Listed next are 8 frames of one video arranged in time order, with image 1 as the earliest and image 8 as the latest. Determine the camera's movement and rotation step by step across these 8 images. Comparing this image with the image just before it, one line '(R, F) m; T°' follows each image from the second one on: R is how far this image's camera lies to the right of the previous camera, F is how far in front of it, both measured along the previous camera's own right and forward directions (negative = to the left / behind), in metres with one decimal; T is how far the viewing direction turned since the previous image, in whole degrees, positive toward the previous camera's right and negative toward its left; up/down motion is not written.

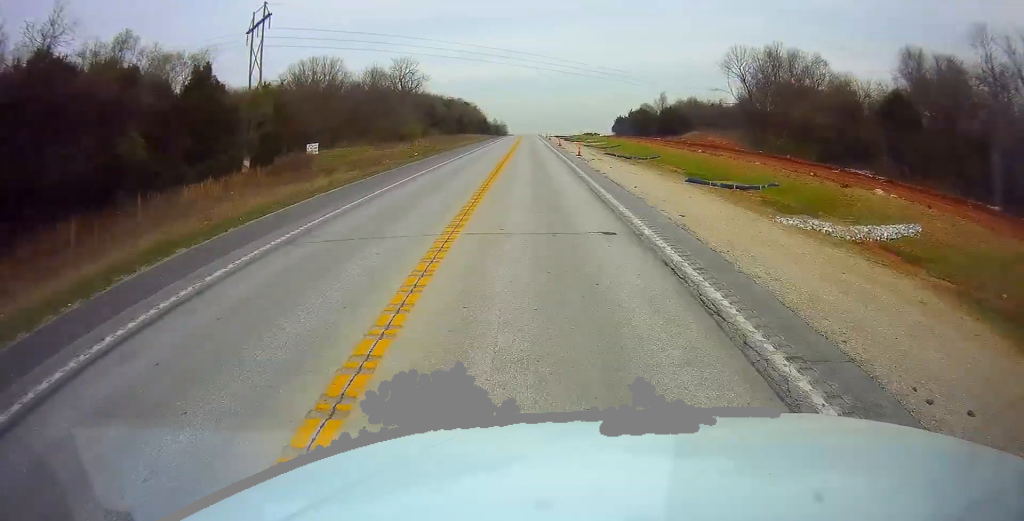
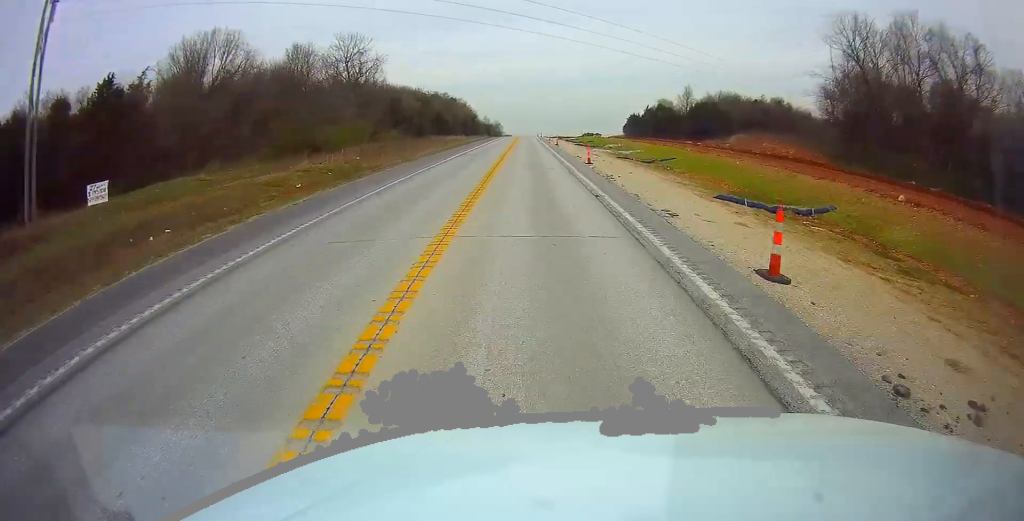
(+0.1, +31.1) m; 0°
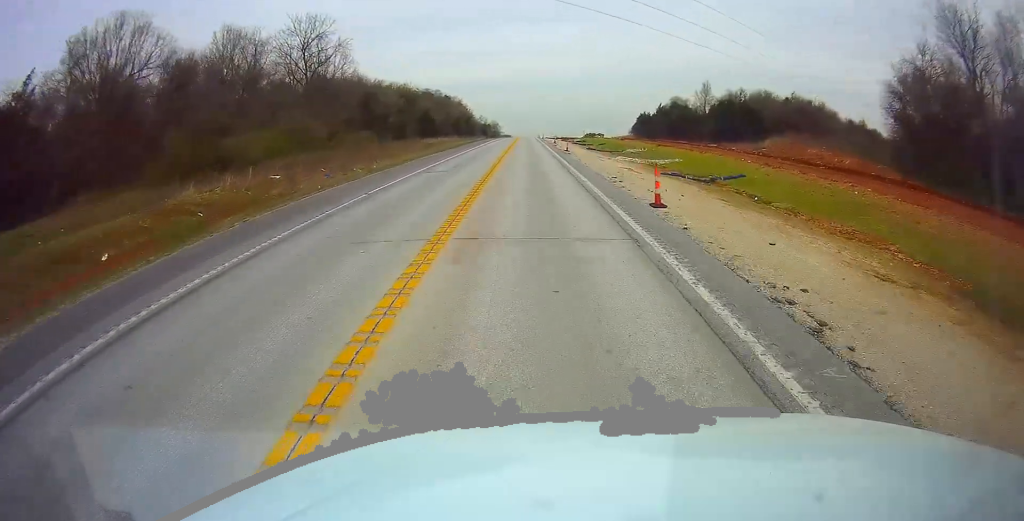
(-0.1, +15.3) m; 0°
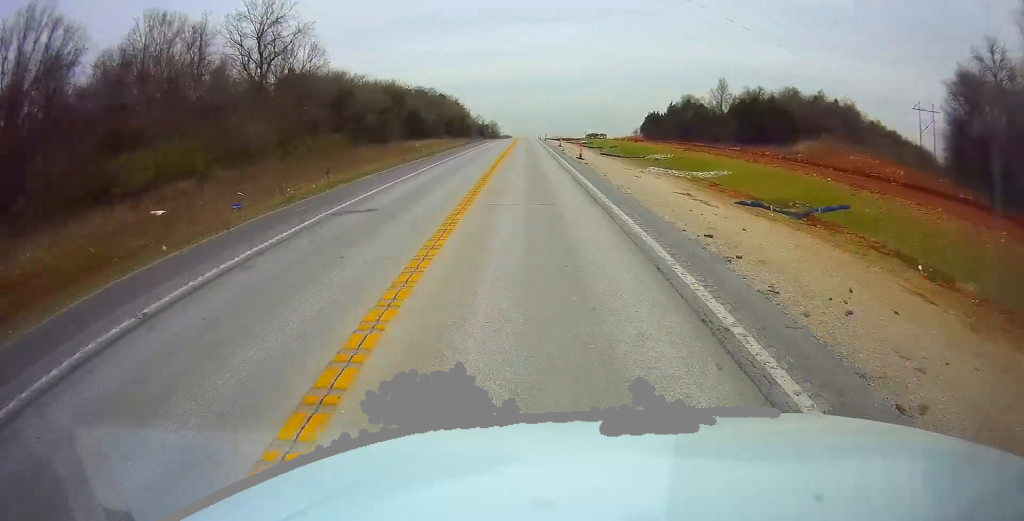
(0.0, +11.2) m; 0°
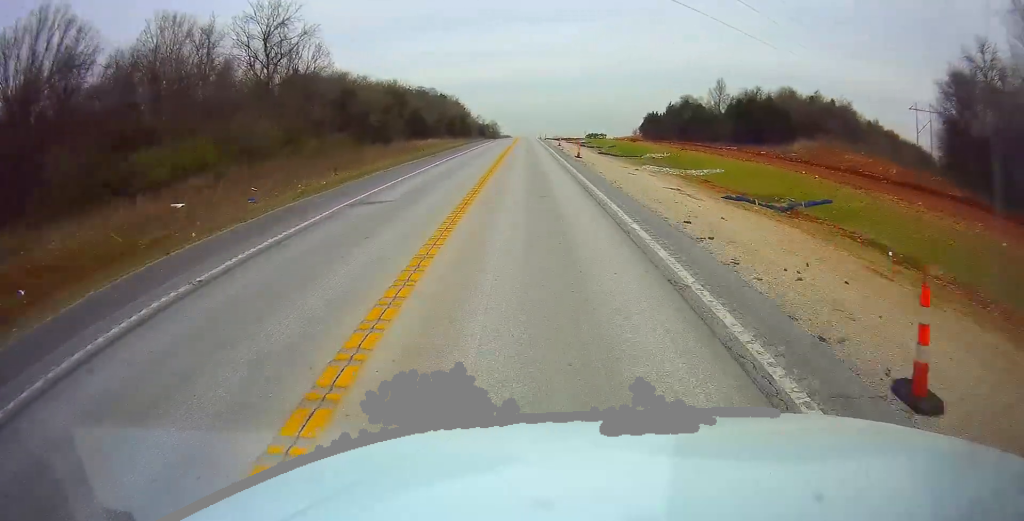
(0.0, +21.3) m; +1°
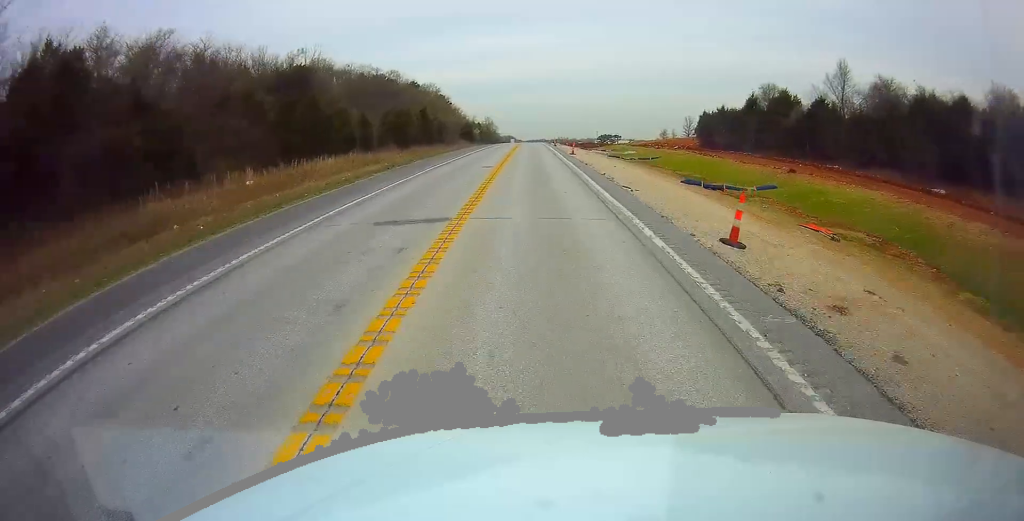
(-0.3, +57.2) m; -1°
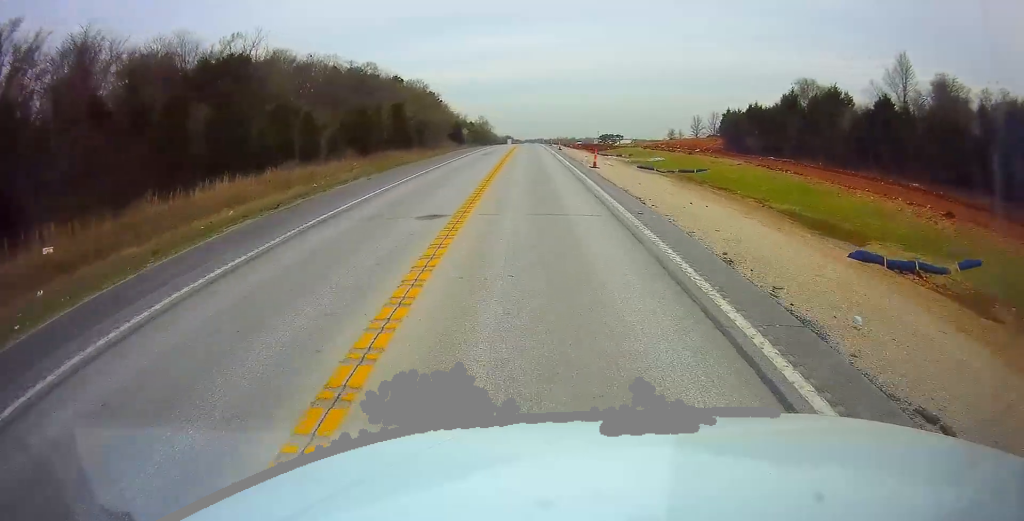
(+0.1, +17.7) m; 0°
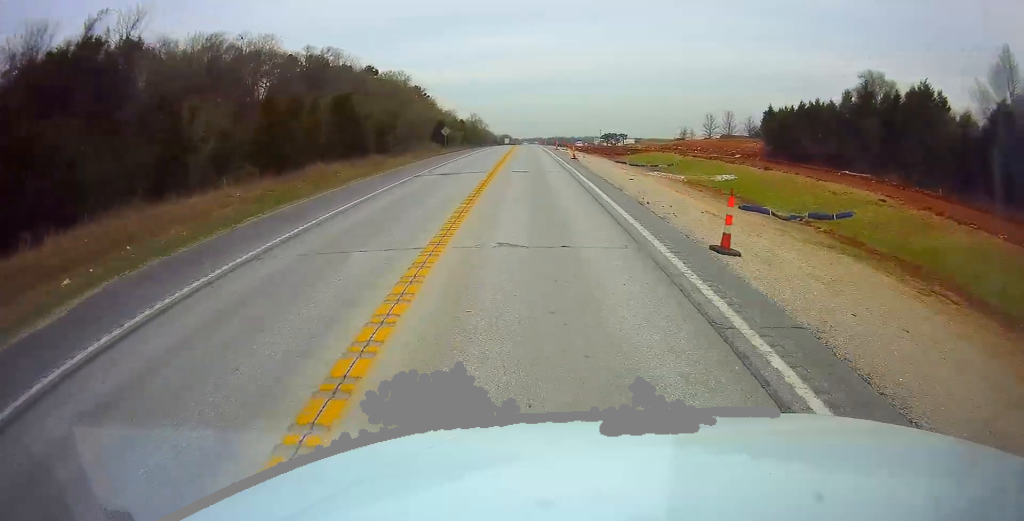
(0.0, +22.2) m; +1°
